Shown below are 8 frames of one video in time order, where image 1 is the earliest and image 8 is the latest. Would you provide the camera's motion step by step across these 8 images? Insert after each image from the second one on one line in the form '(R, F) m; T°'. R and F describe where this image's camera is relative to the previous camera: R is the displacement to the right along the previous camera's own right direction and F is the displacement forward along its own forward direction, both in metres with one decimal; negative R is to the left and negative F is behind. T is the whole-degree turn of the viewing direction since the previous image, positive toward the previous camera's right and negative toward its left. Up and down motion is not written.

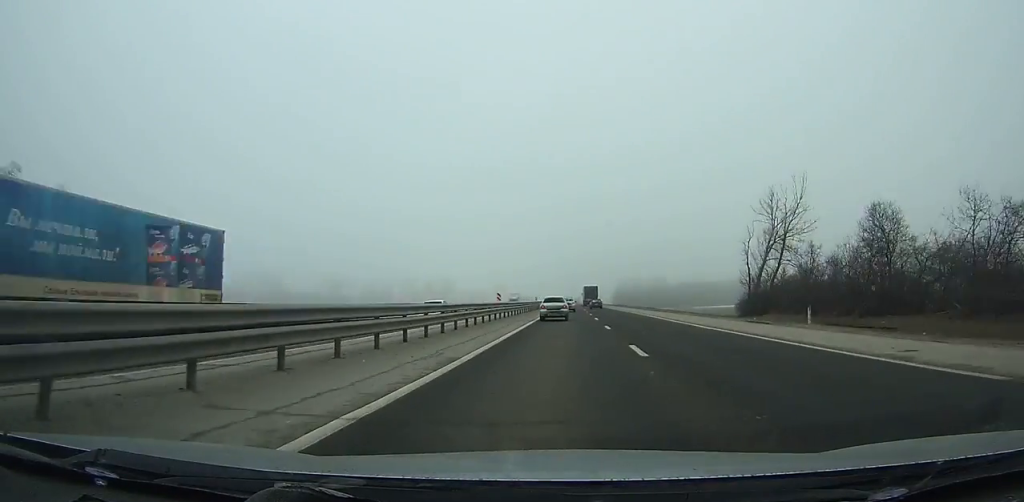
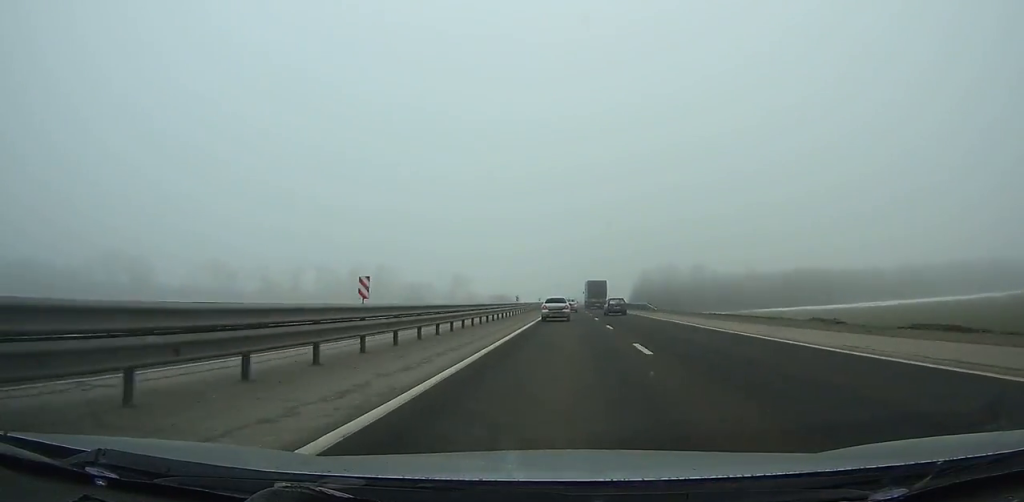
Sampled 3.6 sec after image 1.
(0.0, +107.1) m; 0°
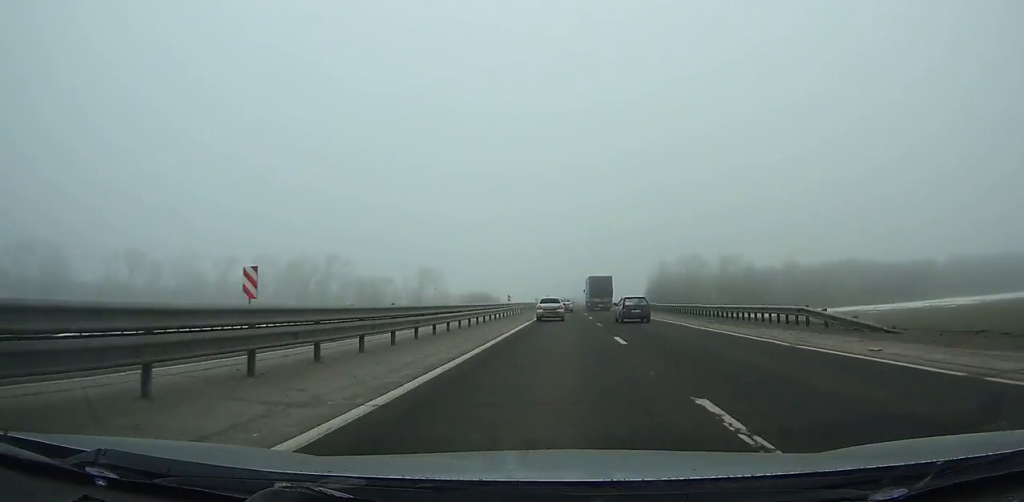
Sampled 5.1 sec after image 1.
(0.0, +44.7) m; 0°
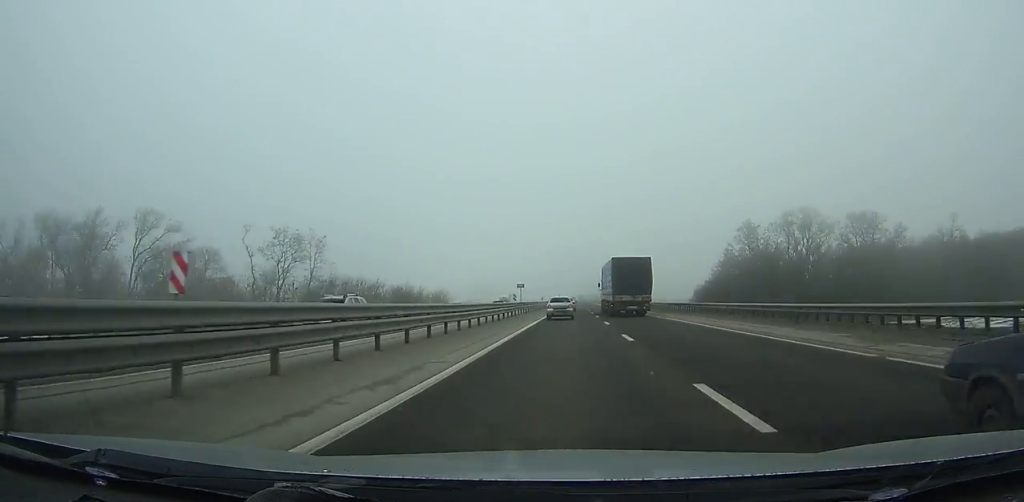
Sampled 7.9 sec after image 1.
(-0.1, +83.5) m; 0°
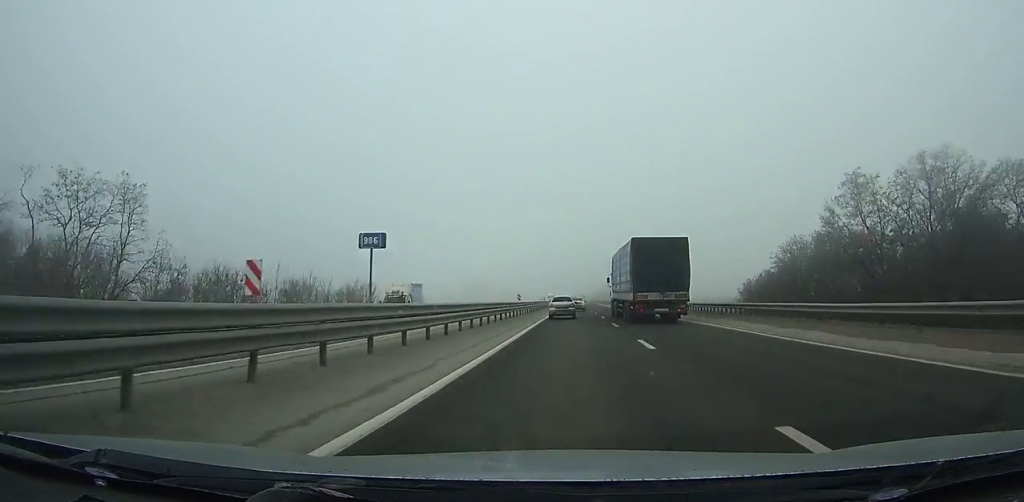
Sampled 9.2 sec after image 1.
(0.0, +38.8) m; 0°
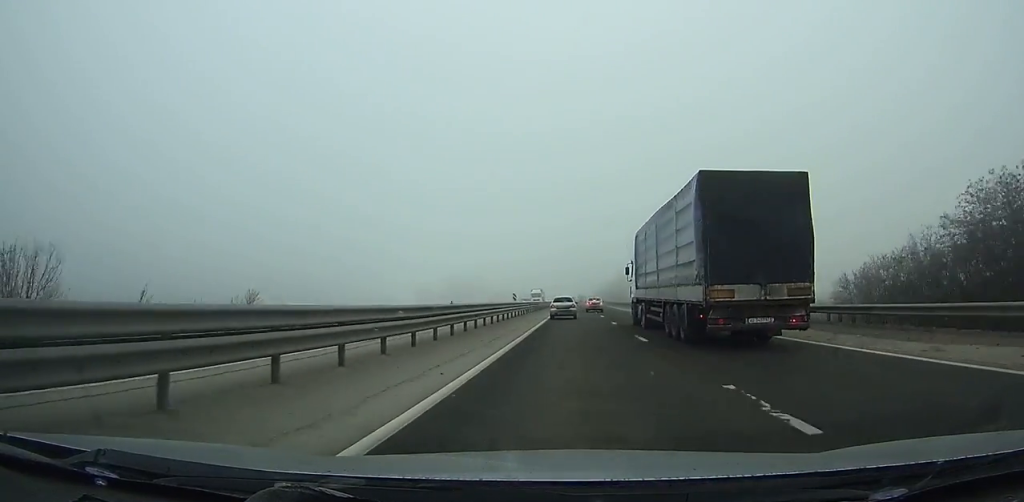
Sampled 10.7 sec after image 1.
(0.0, +44.6) m; 0°
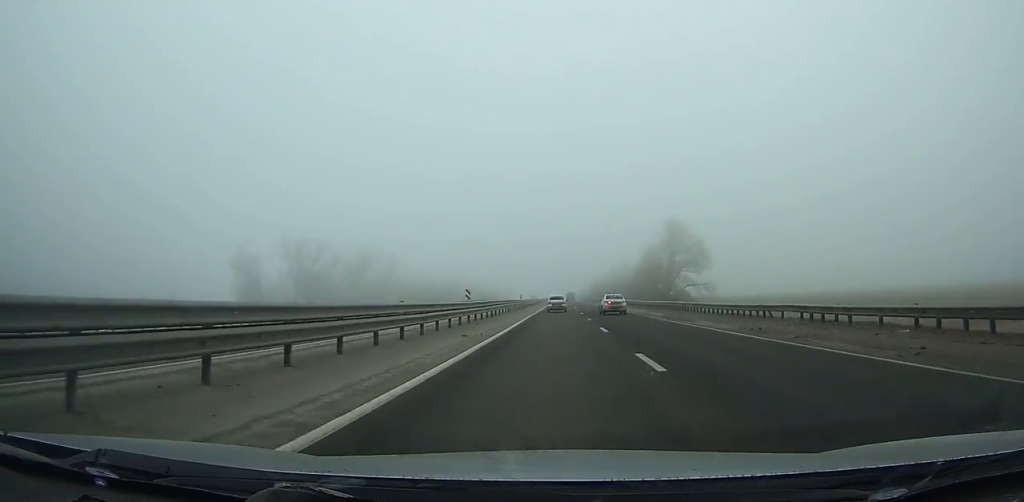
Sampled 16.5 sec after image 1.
(+1.4, +169.1) m; +1°
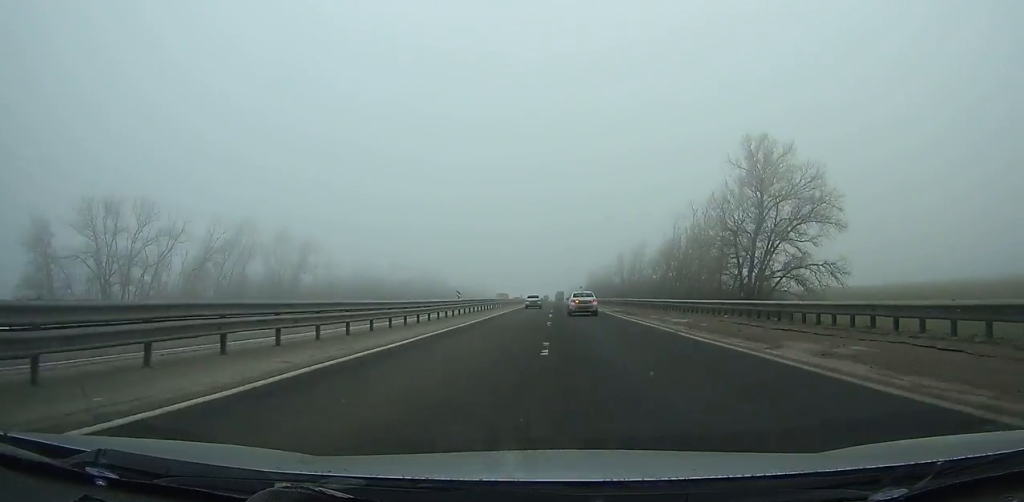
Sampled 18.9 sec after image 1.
(+0.4, +67.7) m; 0°
